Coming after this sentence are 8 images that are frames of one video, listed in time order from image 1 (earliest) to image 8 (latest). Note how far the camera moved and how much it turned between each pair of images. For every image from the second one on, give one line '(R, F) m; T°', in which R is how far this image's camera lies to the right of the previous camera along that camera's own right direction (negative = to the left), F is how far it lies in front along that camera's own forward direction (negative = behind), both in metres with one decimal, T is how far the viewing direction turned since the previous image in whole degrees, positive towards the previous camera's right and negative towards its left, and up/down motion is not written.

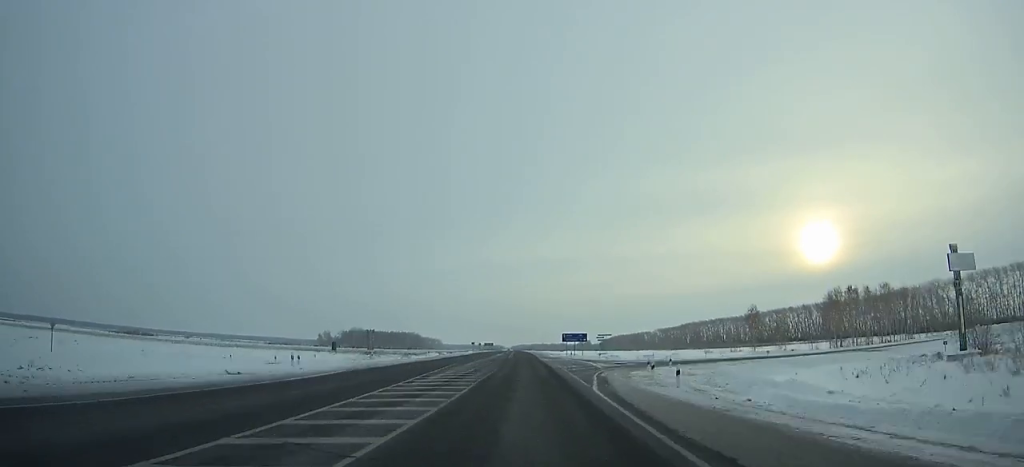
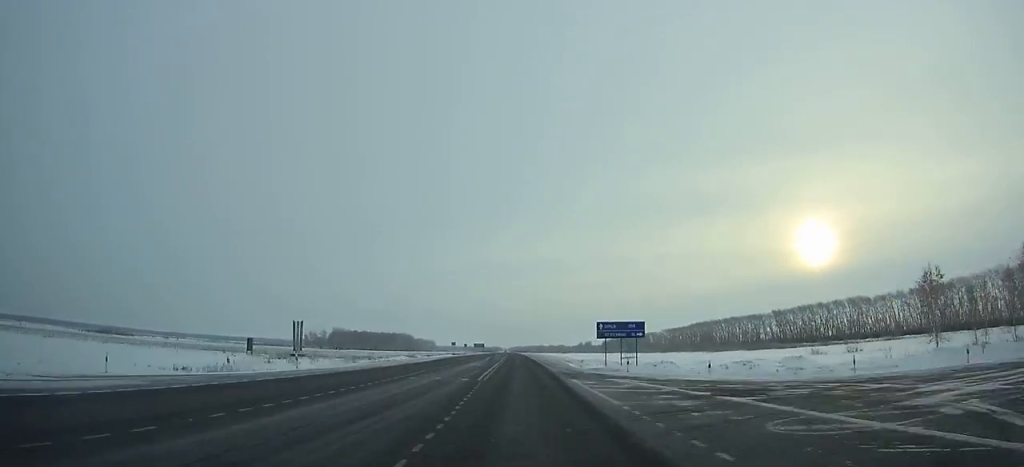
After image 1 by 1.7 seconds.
(0.0, +40.4) m; 0°
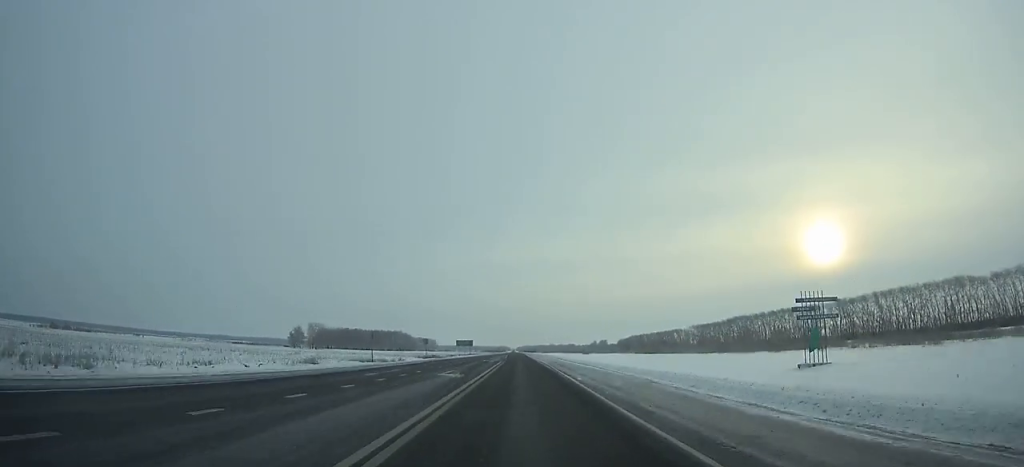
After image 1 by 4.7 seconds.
(-0.3, +70.8) m; 0°
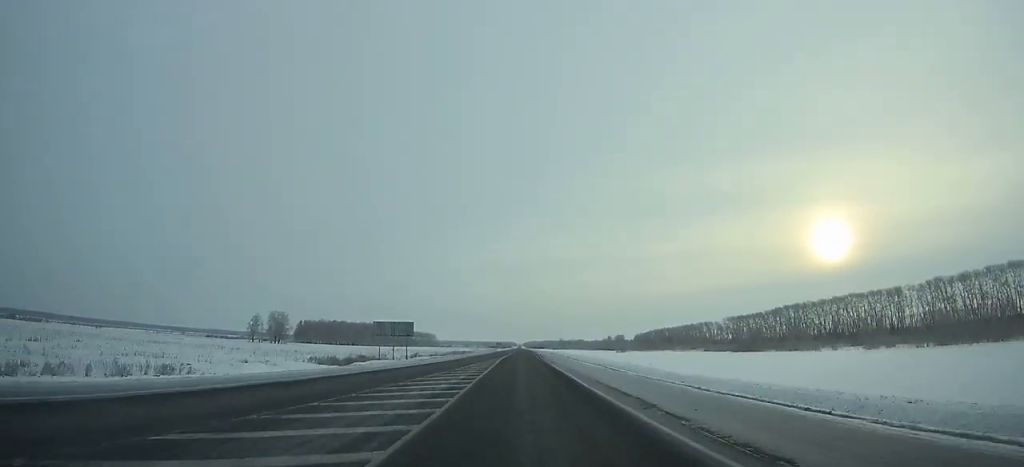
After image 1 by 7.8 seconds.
(-0.5, +72.8) m; 0°
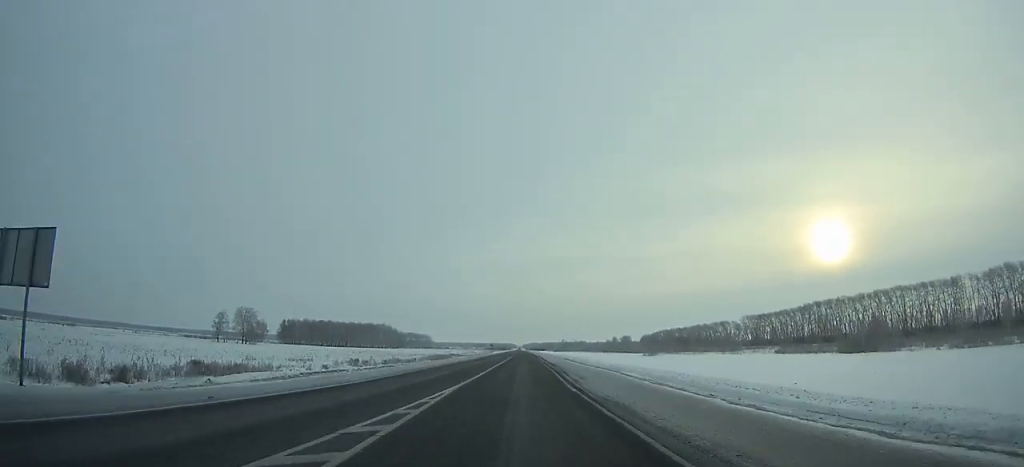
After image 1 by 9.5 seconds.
(+0.2, +39.9) m; 0°
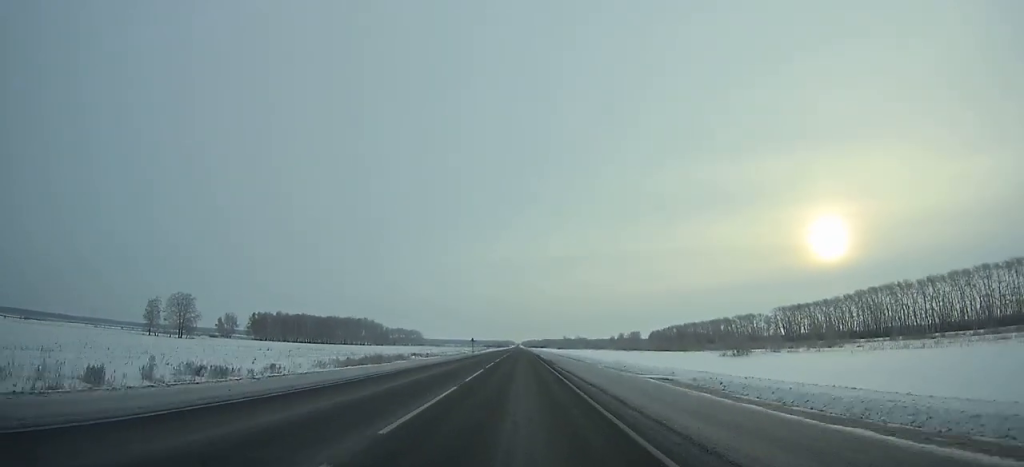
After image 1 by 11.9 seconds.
(0.0, +56.6) m; 0°
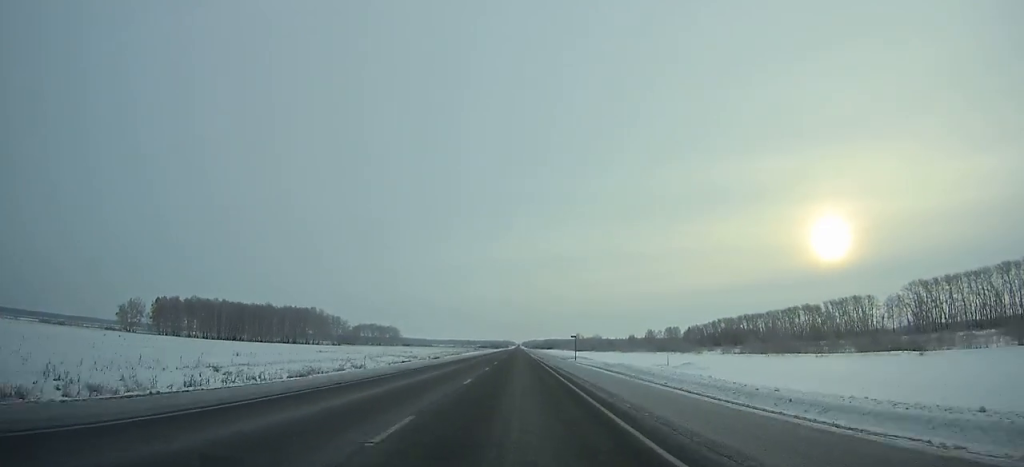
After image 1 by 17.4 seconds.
(-0.2, +131.0) m; 0°
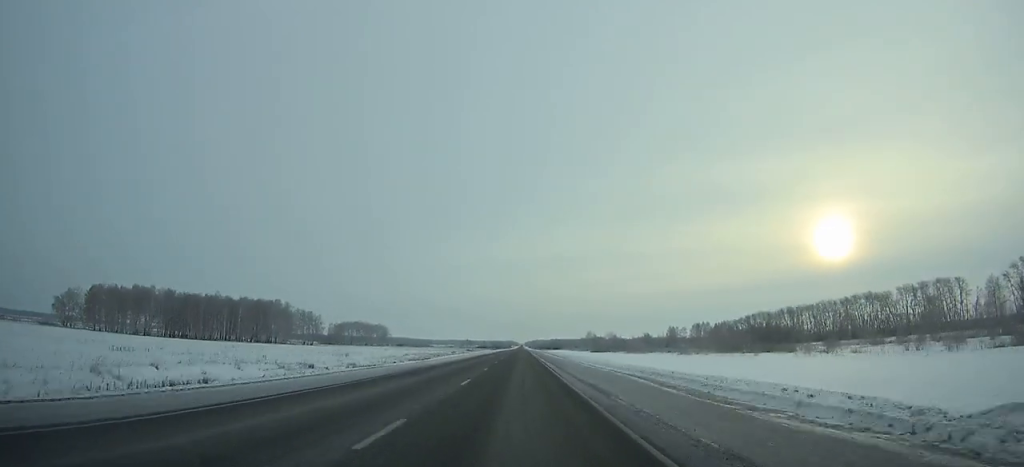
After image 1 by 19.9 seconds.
(-0.2, +60.3) m; 0°
